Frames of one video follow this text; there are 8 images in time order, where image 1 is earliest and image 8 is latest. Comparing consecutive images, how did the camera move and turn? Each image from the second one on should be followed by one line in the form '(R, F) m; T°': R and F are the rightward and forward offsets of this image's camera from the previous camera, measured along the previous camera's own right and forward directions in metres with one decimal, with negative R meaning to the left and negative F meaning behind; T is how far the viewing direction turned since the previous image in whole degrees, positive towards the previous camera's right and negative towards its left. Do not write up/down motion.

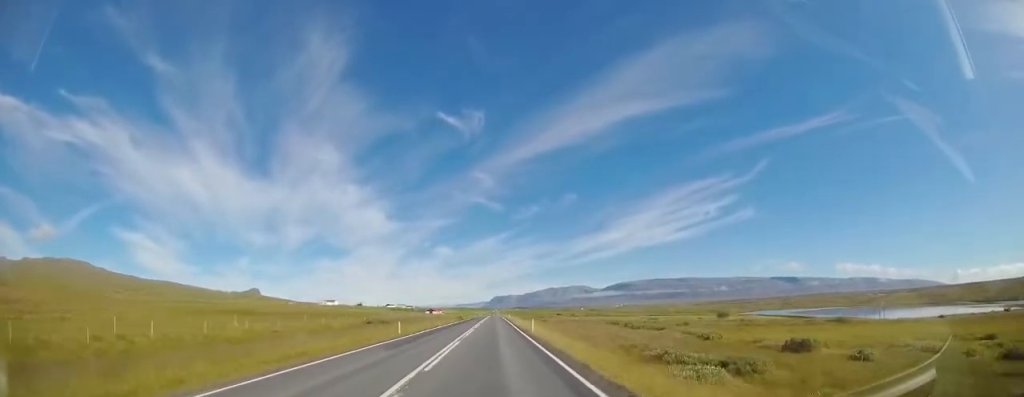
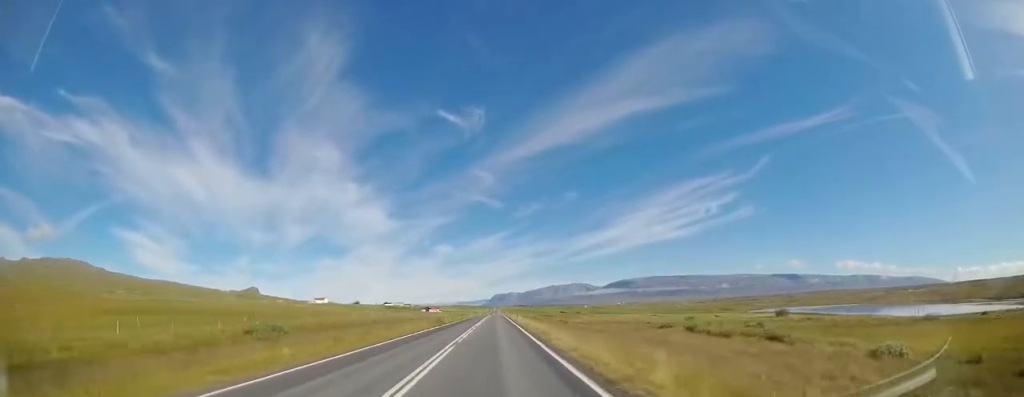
(0.0, +27.3) m; +1°
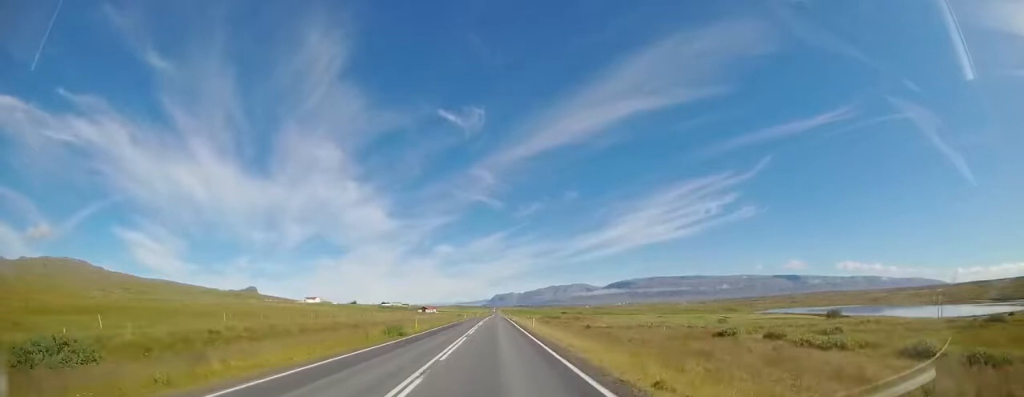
(+0.3, +18.1) m; +1°
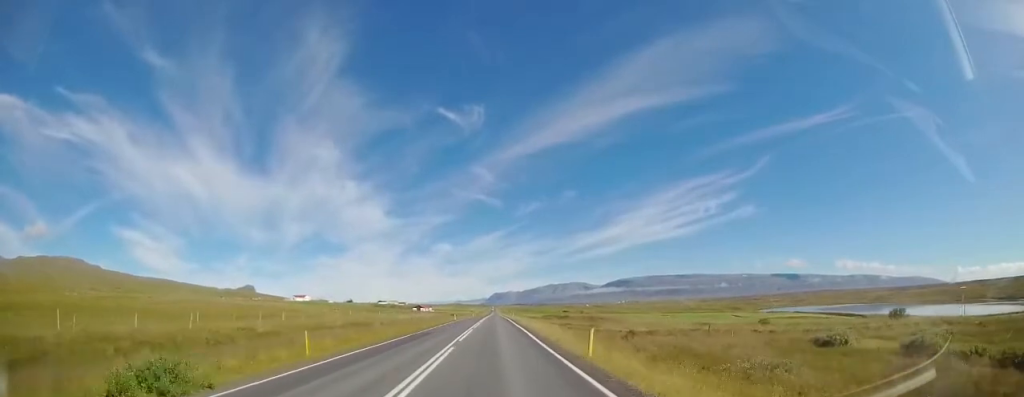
(-0.1, +18.1) m; 0°
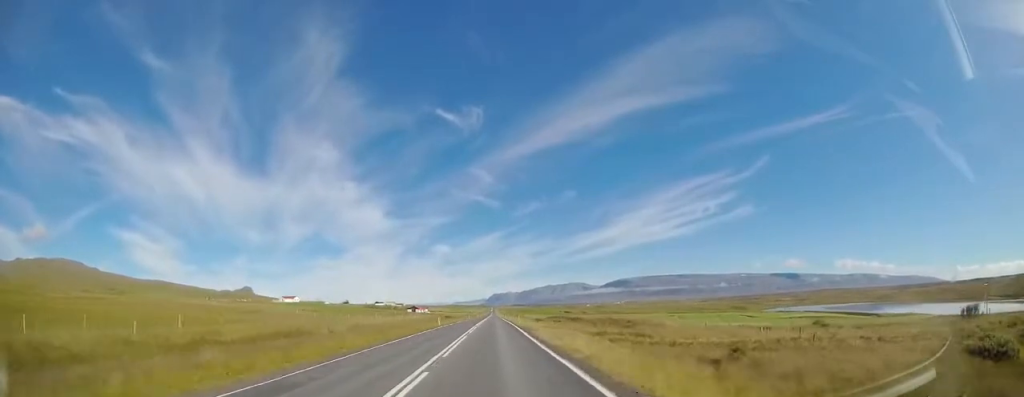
(0.0, +17.2) m; 0°
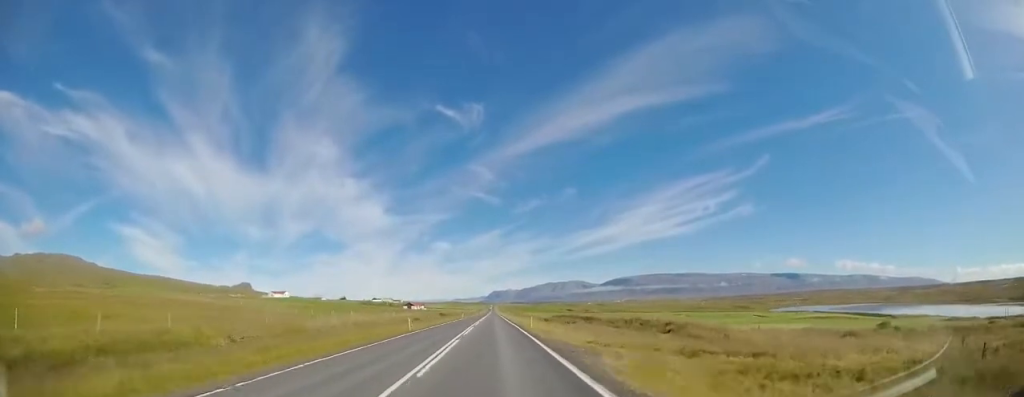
(0.0, +15.7) m; 0°
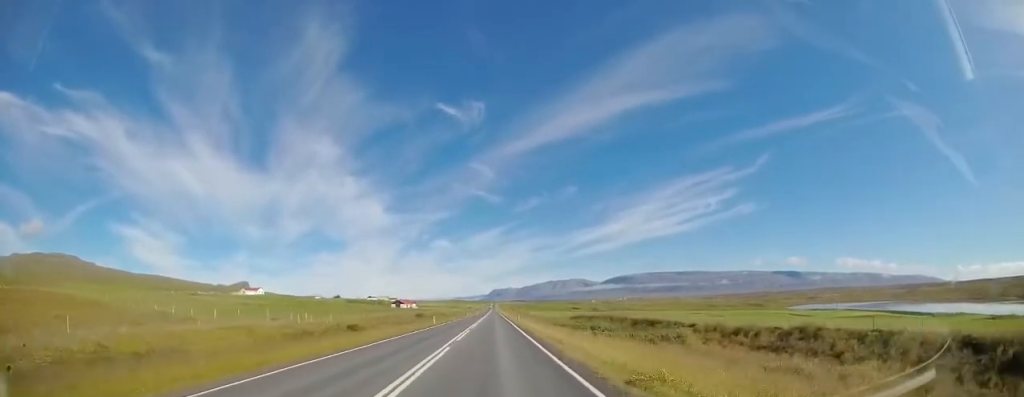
(-0.4, +38.5) m; 0°
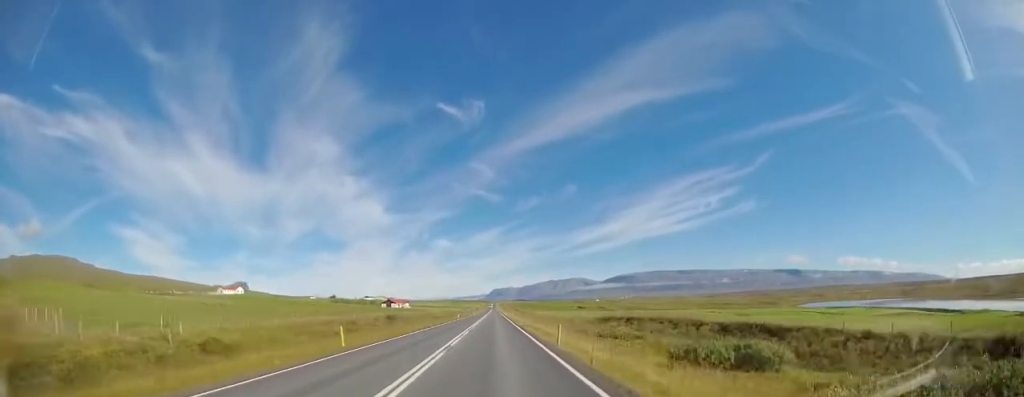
(+0.2, +26.1) m; -1°
